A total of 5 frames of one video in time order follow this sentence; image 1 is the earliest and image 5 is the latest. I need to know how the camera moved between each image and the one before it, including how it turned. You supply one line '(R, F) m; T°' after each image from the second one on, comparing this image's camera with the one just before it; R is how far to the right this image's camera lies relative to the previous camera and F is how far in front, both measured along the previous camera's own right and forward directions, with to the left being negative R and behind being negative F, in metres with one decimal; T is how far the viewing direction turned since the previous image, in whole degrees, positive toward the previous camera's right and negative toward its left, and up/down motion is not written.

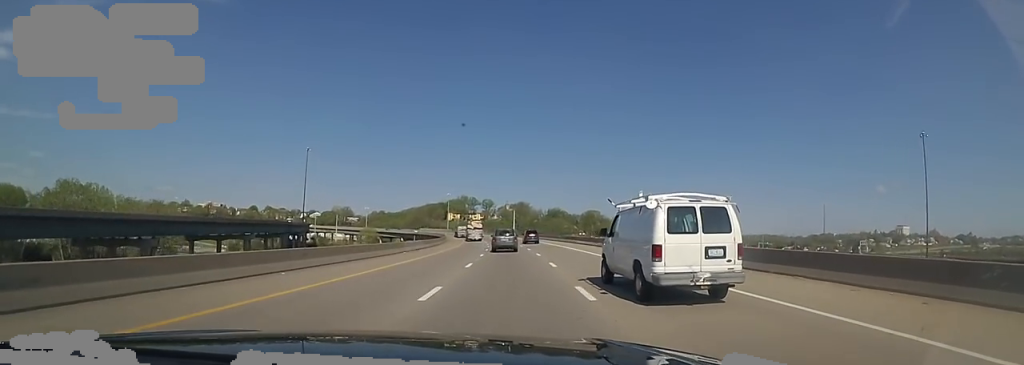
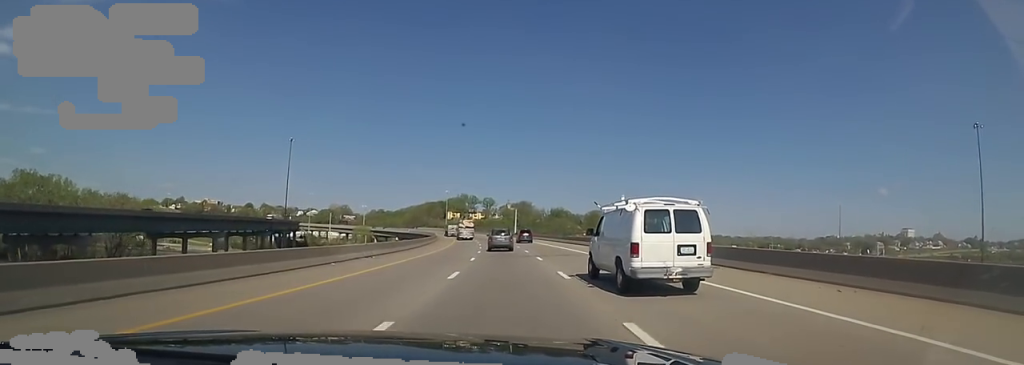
(0.0, +15.4) m; 0°
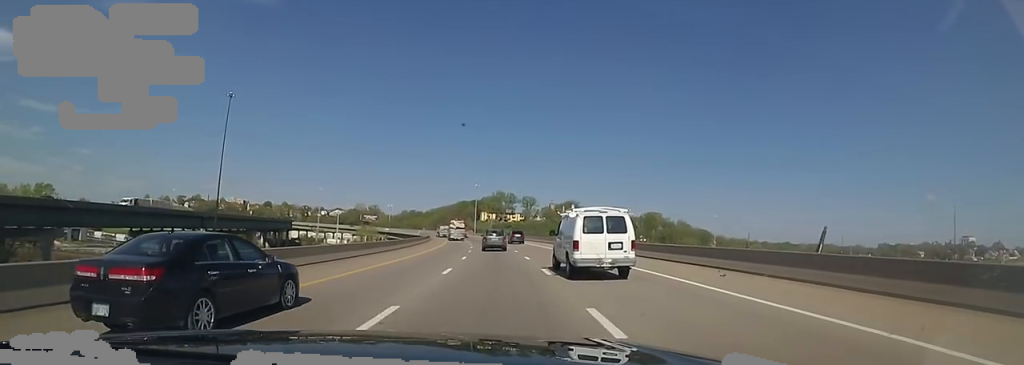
(-3.3, +57.4) m; -7°
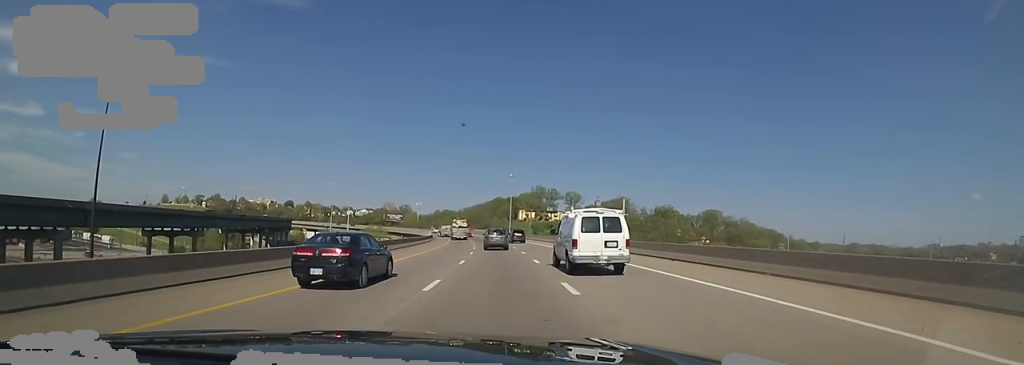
(-2.6, +43.8) m; -7°
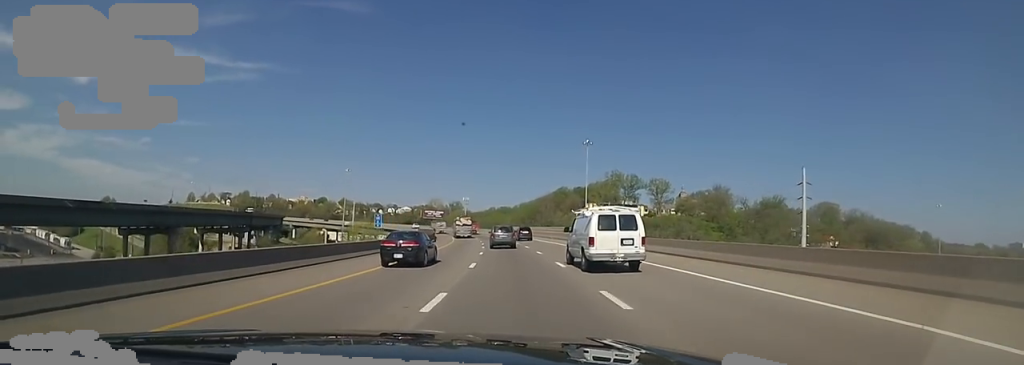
(-2.3, +69.5) m; -5°
